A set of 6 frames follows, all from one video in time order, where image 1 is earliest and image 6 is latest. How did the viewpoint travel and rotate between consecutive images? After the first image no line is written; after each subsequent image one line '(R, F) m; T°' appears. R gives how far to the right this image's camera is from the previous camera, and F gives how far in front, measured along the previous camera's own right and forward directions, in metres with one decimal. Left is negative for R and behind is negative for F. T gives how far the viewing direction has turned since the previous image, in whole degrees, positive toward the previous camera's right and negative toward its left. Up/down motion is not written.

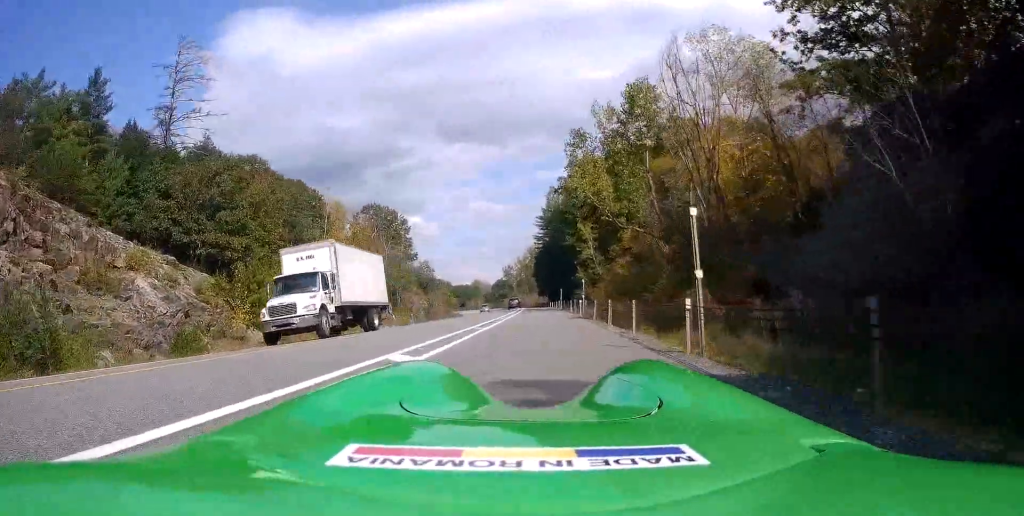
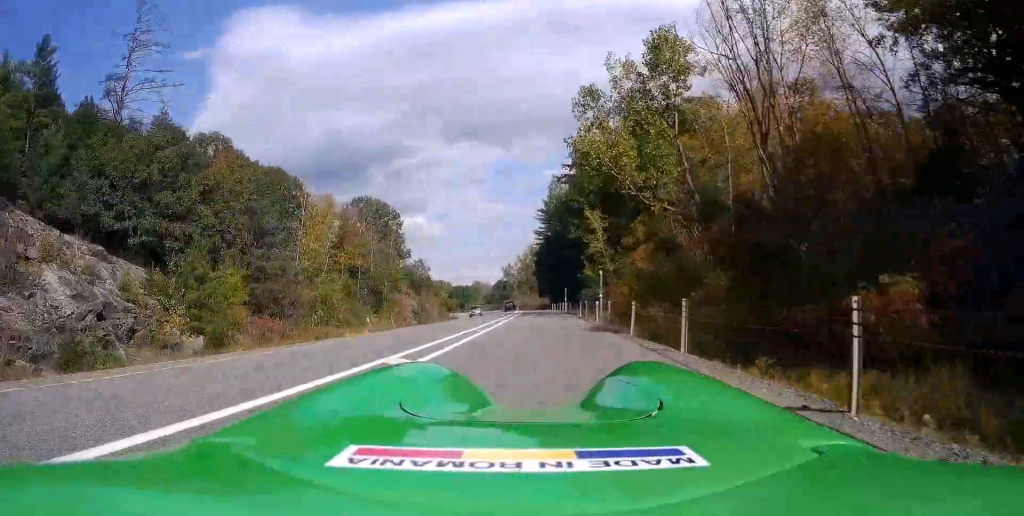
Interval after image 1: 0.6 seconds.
(0.0, +9.4) m; -1°
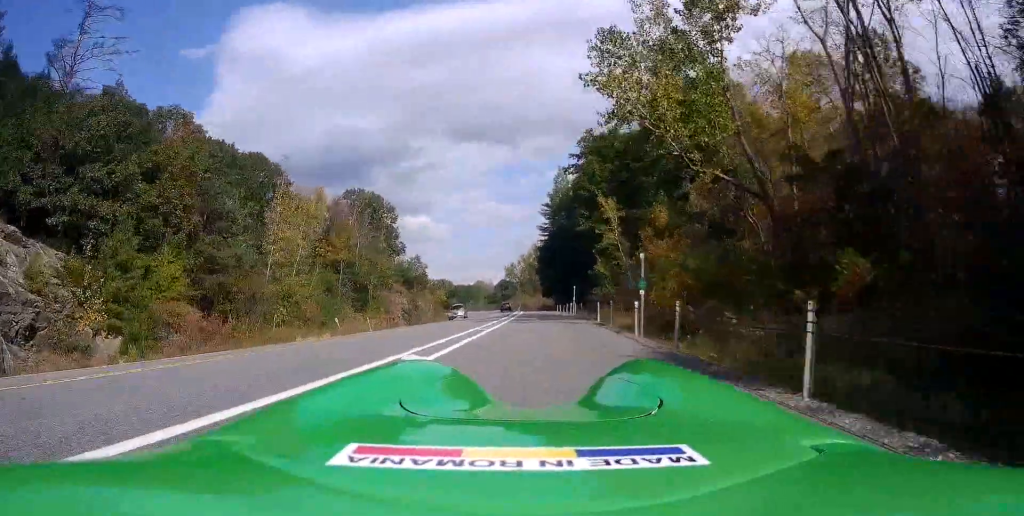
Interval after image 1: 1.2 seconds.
(+0.1, +8.8) m; -1°
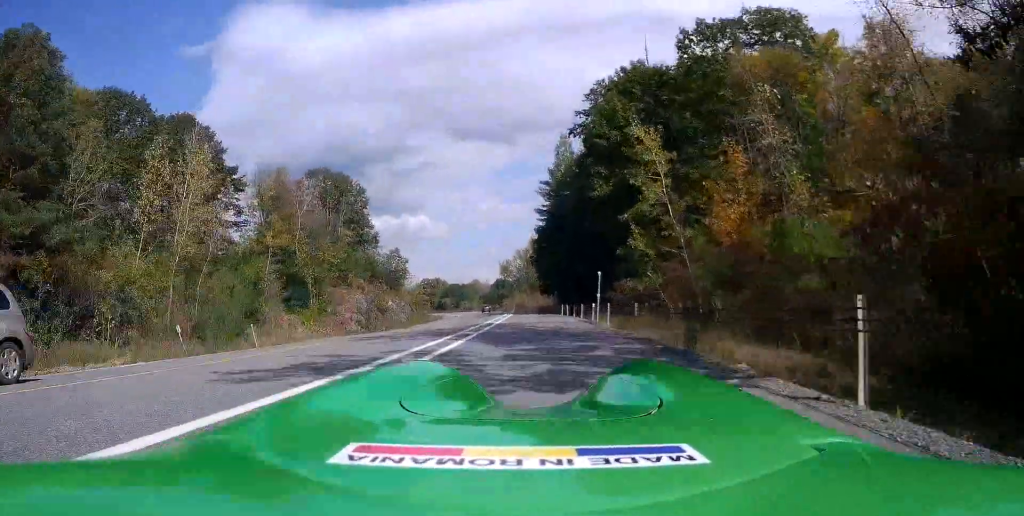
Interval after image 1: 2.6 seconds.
(-0.5, +20.2) m; -1°
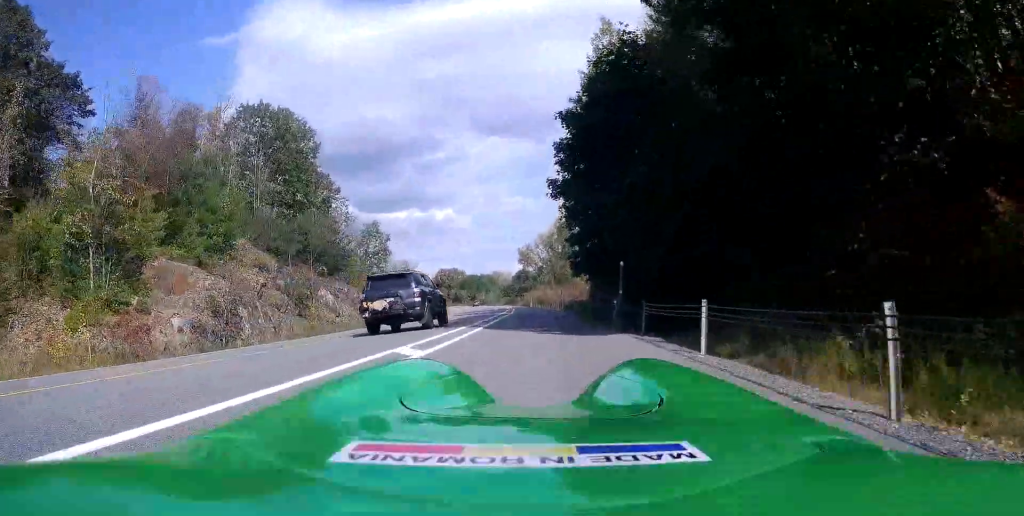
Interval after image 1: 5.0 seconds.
(+0.4, +34.4) m; +2°
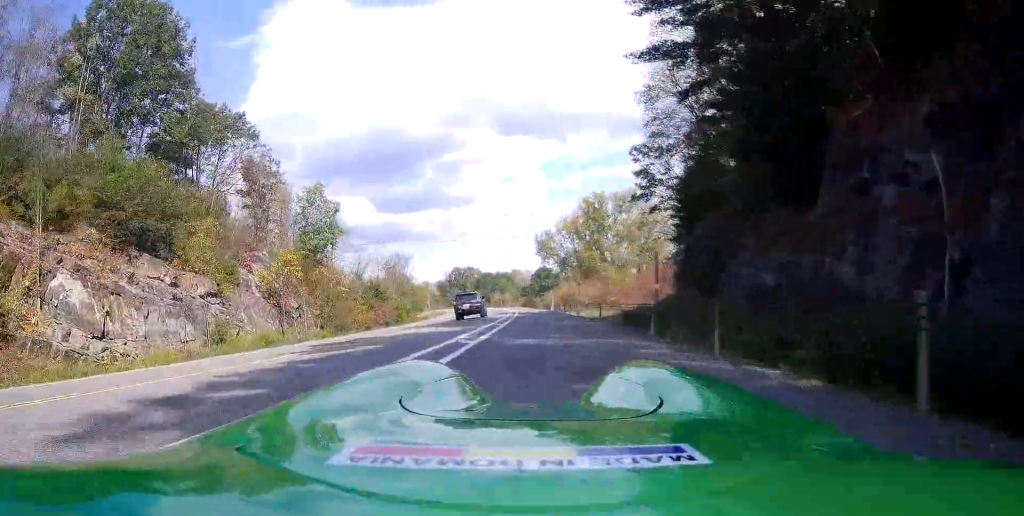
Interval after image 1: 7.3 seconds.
(-0.6, +33.9) m; -3°
